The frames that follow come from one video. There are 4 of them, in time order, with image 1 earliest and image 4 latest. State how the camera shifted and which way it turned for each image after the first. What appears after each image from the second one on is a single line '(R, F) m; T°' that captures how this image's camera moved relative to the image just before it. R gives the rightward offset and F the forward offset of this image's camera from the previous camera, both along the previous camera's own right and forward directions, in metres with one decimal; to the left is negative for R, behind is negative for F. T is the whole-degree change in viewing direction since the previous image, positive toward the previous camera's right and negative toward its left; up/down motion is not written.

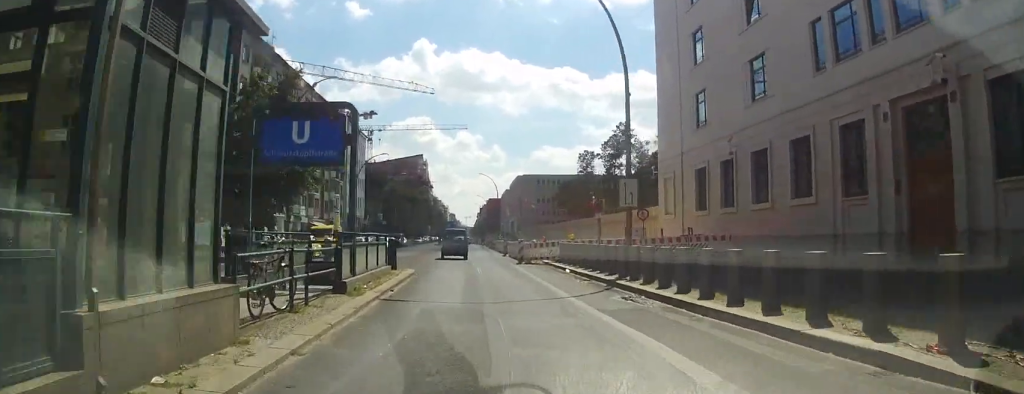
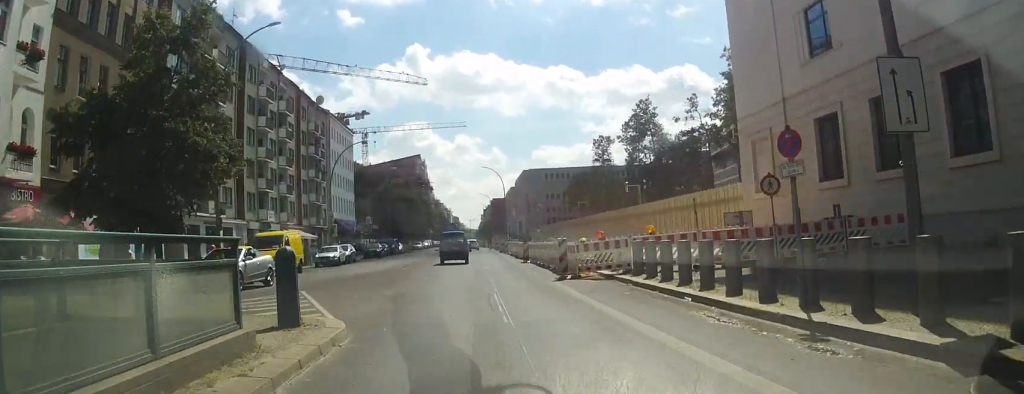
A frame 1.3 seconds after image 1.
(-0.2, +14.6) m; -1°
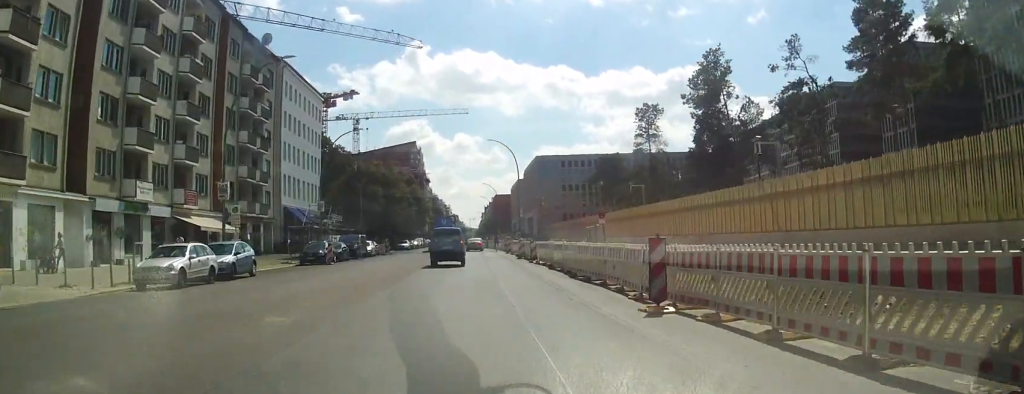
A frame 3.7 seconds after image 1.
(0.0, +26.9) m; 0°
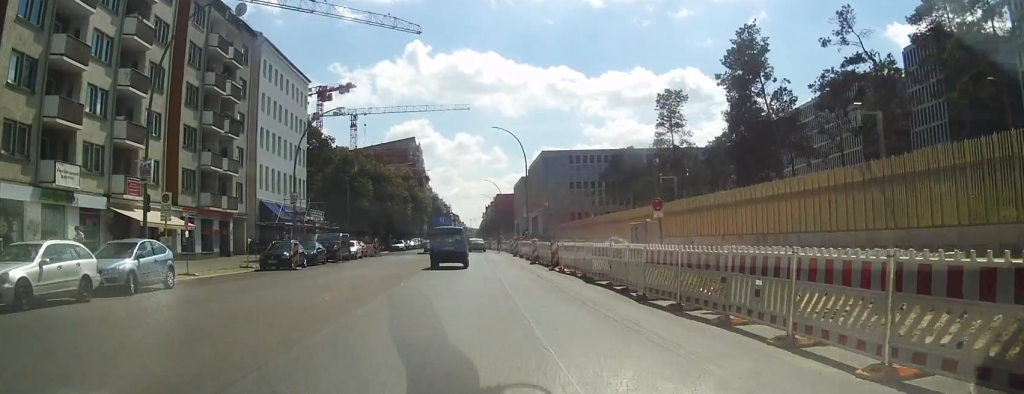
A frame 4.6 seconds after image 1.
(0.0, +8.9) m; 0°
